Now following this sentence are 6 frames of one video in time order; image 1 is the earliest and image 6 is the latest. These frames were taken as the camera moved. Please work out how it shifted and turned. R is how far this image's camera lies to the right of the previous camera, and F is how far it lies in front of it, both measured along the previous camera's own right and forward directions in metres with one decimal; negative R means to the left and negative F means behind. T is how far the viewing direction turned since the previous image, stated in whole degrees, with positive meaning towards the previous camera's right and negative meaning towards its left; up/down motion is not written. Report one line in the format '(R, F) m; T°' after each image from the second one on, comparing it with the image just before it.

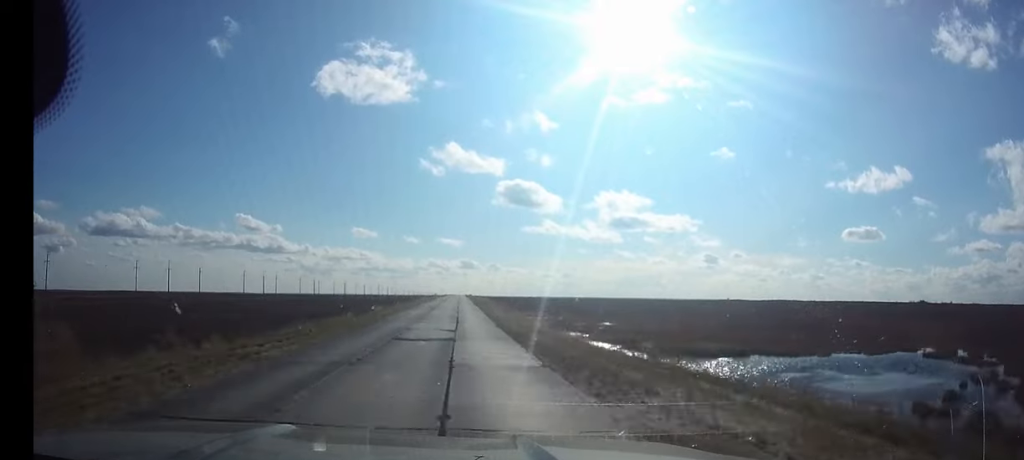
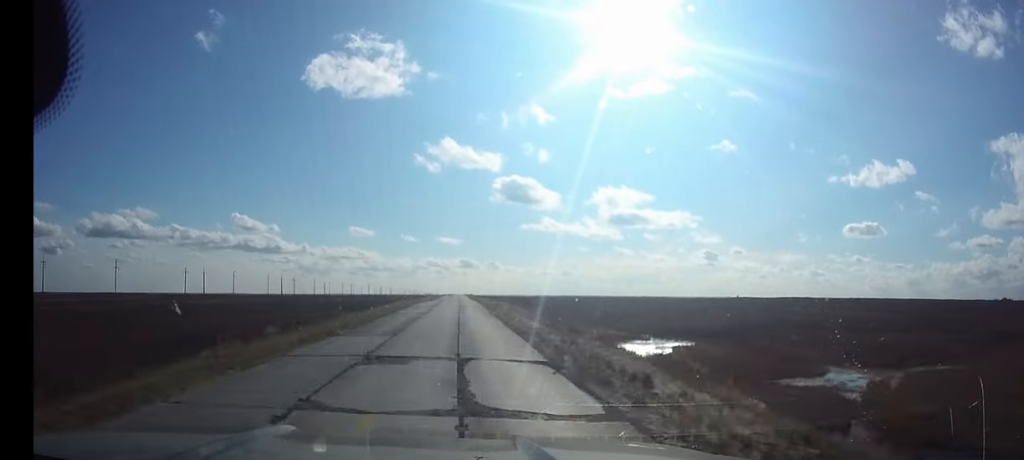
(+0.1, +59.3) m; 0°
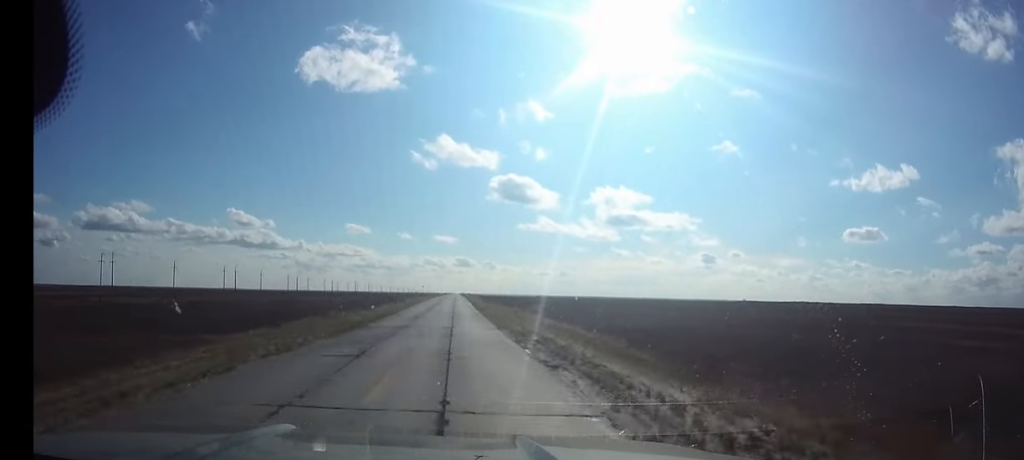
(+0.1, +52.9) m; 0°
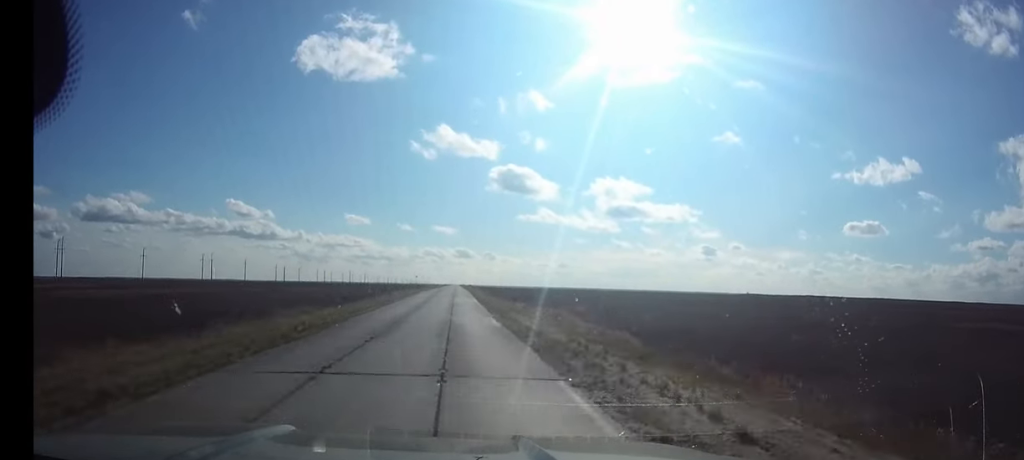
(0.0, +20.9) m; 0°
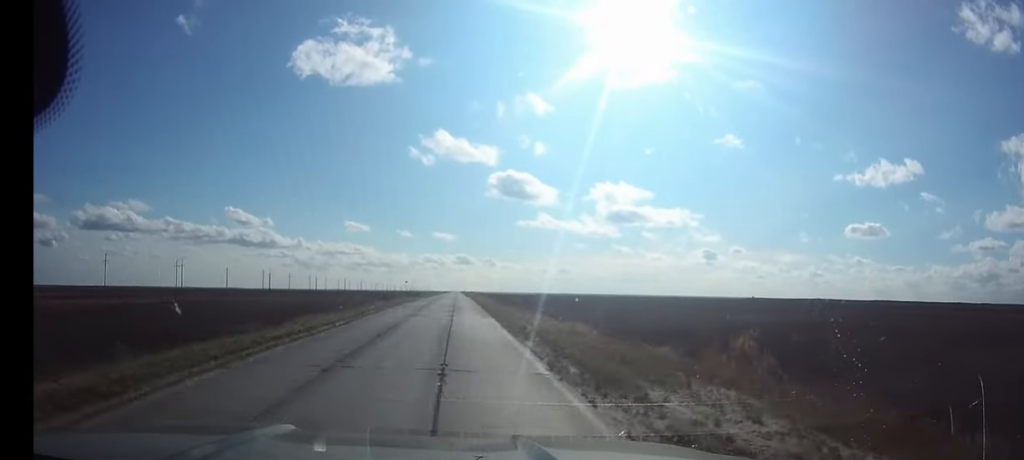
(0.0, +22.2) m; 0°
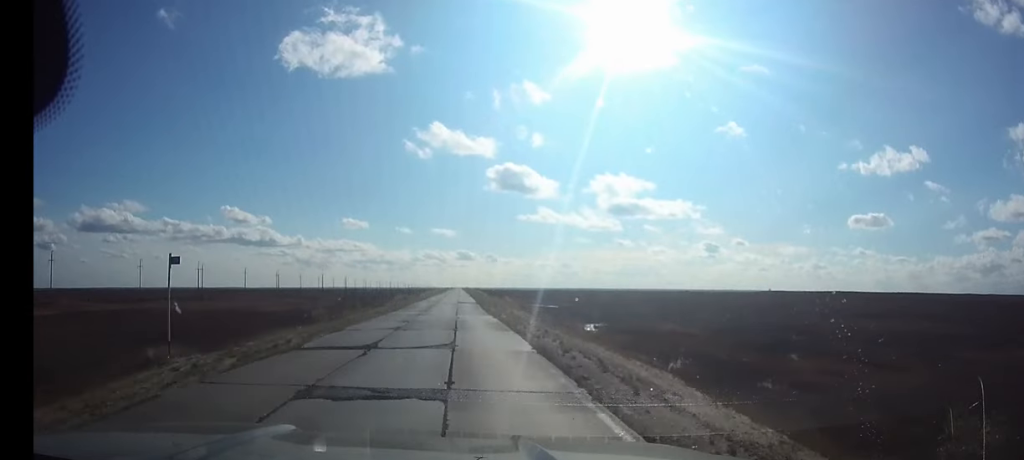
(-0.1, +73.8) m; 0°
